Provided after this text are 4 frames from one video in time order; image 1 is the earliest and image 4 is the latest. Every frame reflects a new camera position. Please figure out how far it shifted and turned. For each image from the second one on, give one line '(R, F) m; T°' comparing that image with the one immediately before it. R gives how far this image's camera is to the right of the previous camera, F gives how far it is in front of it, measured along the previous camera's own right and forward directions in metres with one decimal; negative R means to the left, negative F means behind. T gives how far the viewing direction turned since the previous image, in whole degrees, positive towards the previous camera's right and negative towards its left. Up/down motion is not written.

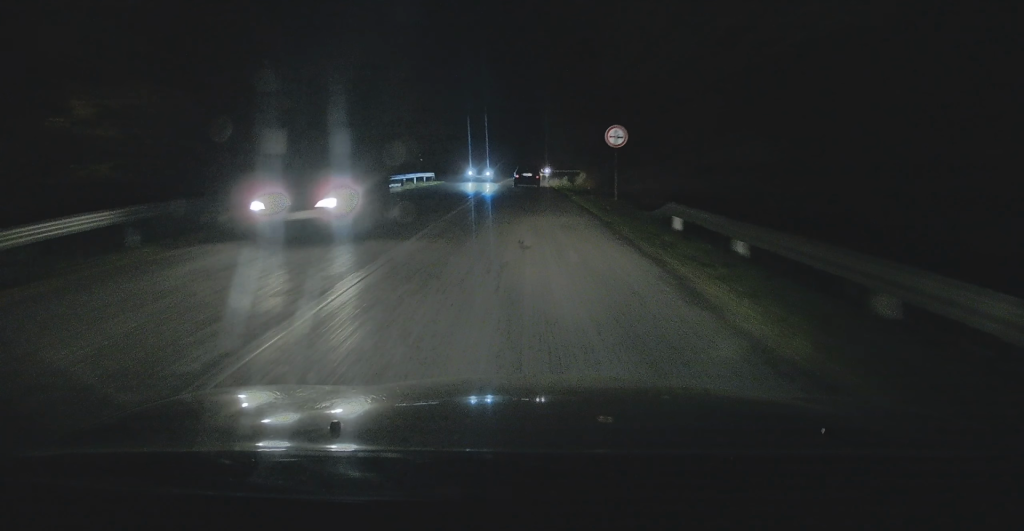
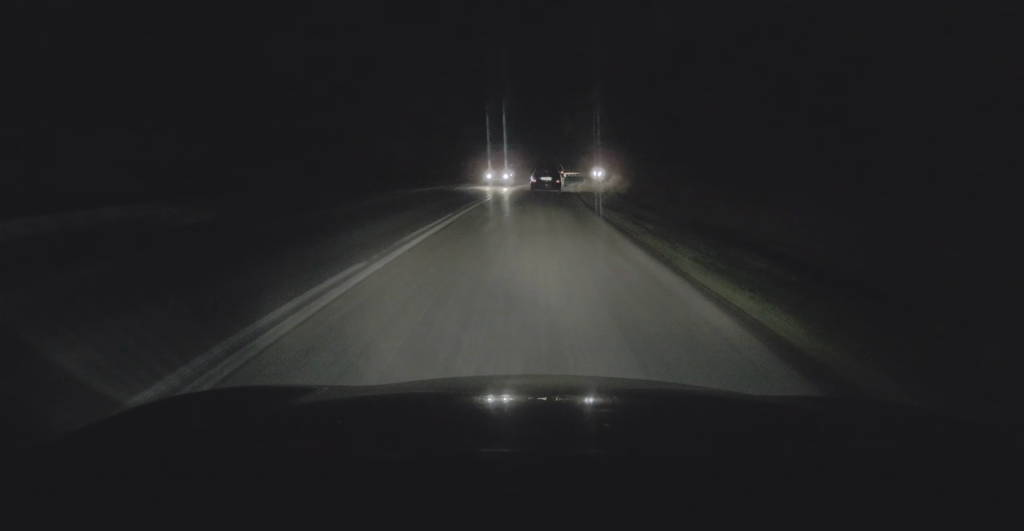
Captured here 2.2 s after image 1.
(+0.4, +38.8) m; +1°
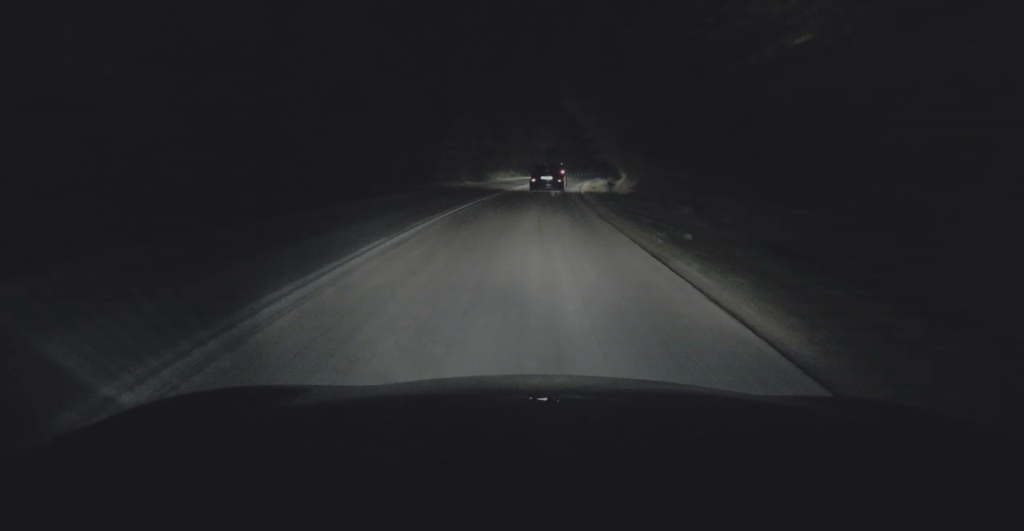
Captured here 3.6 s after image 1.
(+0.3, +24.0) m; +2°
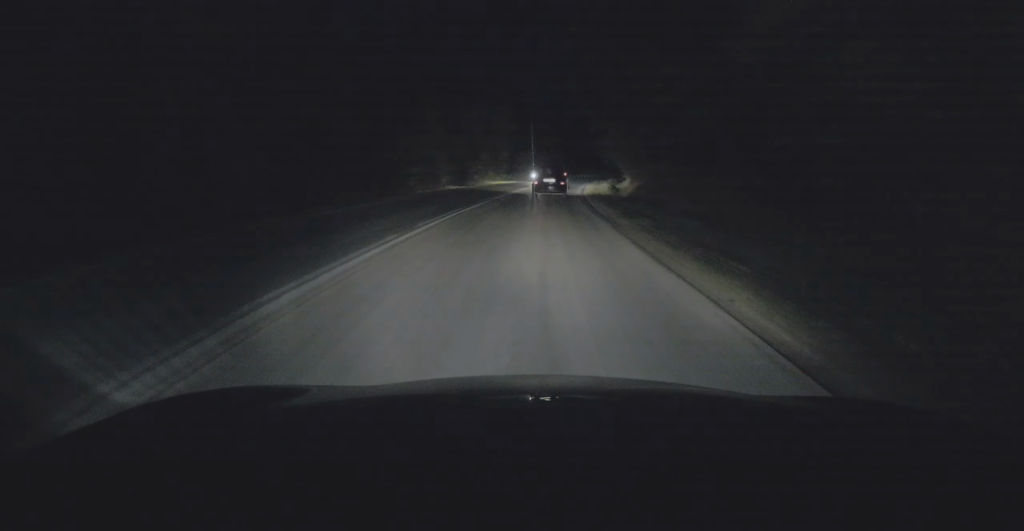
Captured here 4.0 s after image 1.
(+0.1, +8.1) m; +1°
